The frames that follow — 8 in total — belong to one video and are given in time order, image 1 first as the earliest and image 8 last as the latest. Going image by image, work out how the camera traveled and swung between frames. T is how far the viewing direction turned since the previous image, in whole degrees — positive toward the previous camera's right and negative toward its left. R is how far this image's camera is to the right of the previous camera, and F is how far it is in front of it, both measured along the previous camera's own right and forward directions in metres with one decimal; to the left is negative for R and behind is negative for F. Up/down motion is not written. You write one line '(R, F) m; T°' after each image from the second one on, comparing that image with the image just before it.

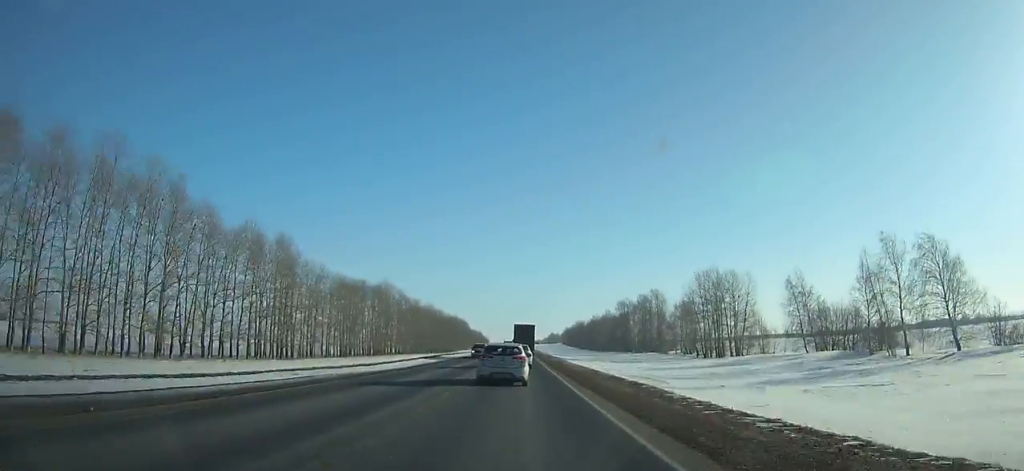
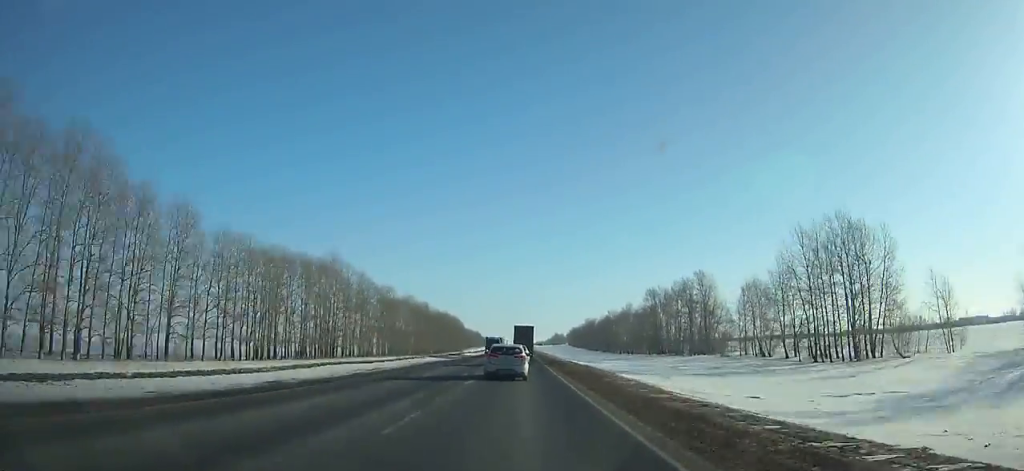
(+0.1, +53.2) m; 0°
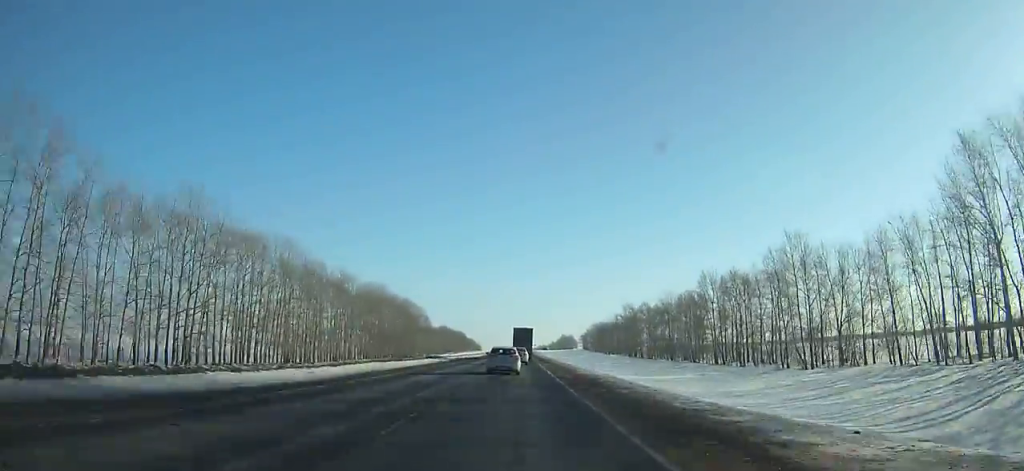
(-0.4, +142.7) m; 0°
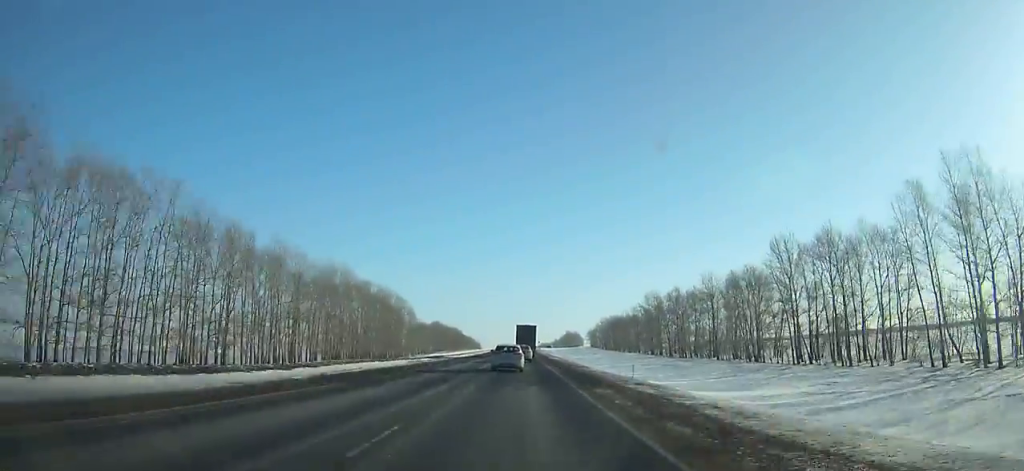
(0.0, +37.1) m; 0°
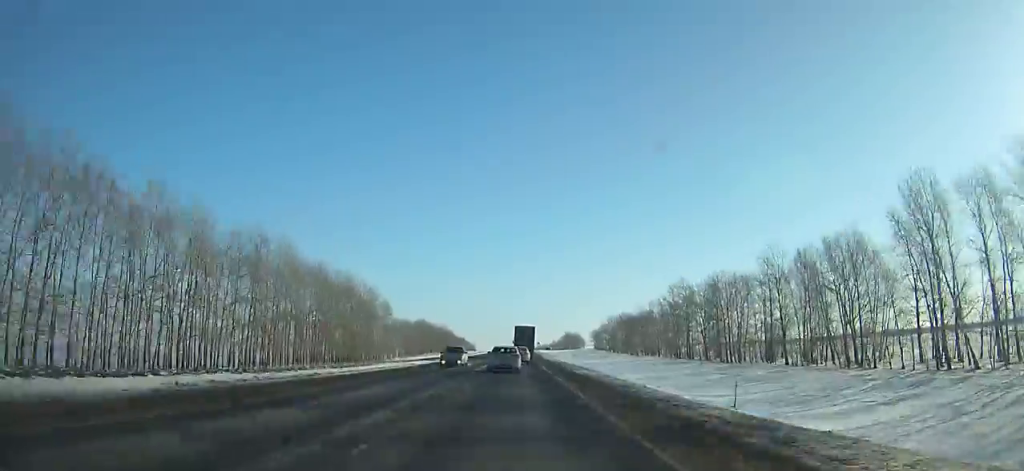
(+0.1, +35.1) m; 0°
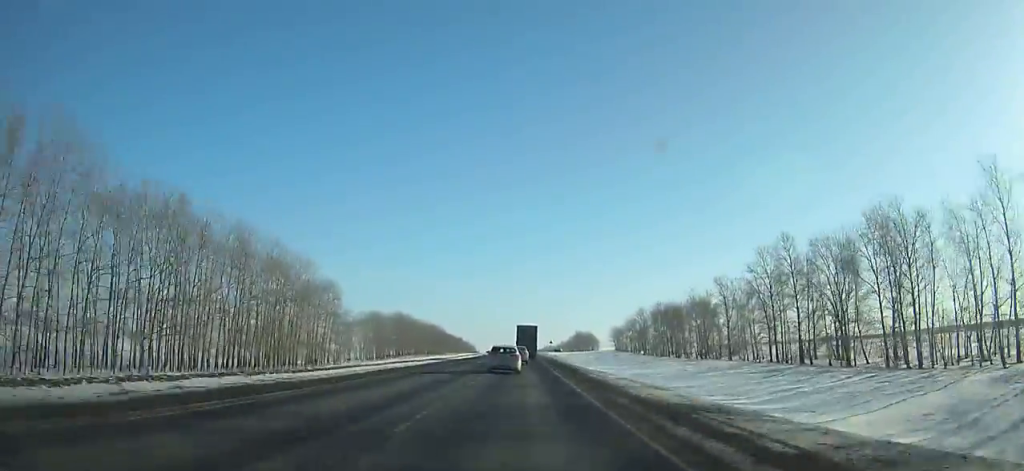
(+0.1, +57.1) m; 0°
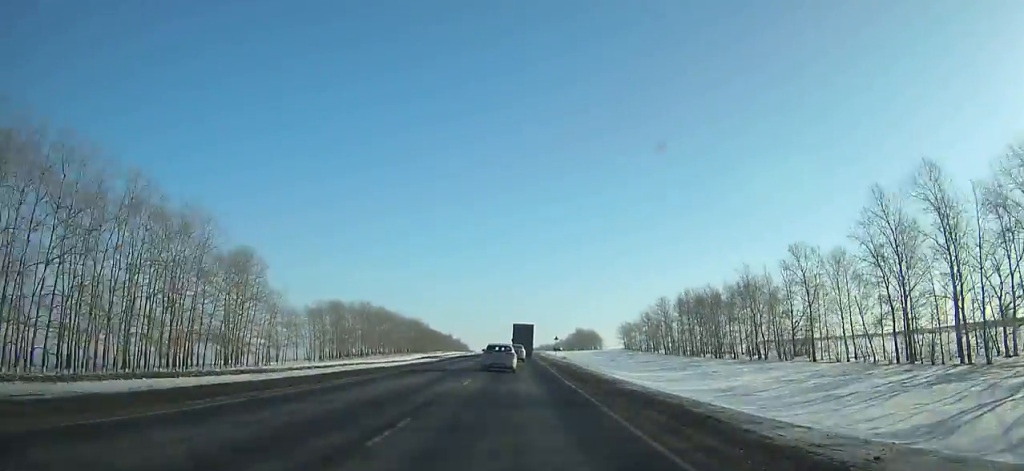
(0.0, +37.2) m; 0°
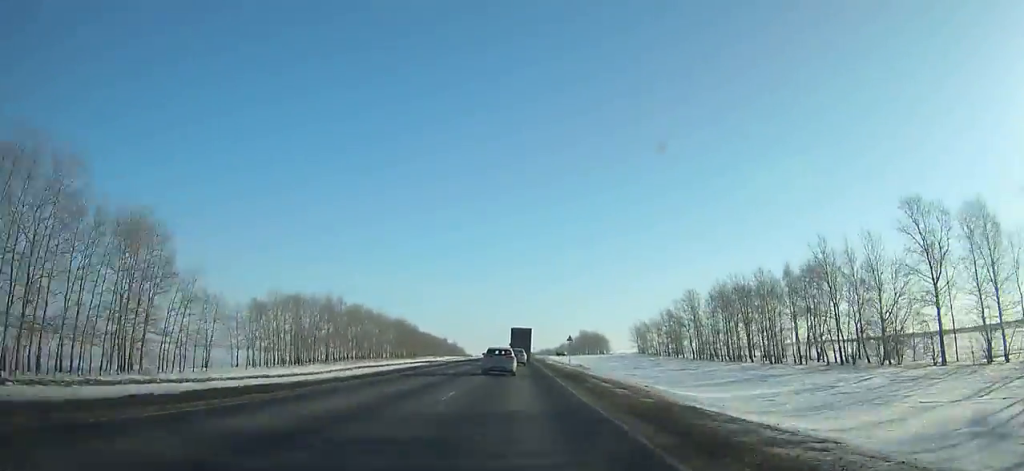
(0.0, +28.3) m; 0°
